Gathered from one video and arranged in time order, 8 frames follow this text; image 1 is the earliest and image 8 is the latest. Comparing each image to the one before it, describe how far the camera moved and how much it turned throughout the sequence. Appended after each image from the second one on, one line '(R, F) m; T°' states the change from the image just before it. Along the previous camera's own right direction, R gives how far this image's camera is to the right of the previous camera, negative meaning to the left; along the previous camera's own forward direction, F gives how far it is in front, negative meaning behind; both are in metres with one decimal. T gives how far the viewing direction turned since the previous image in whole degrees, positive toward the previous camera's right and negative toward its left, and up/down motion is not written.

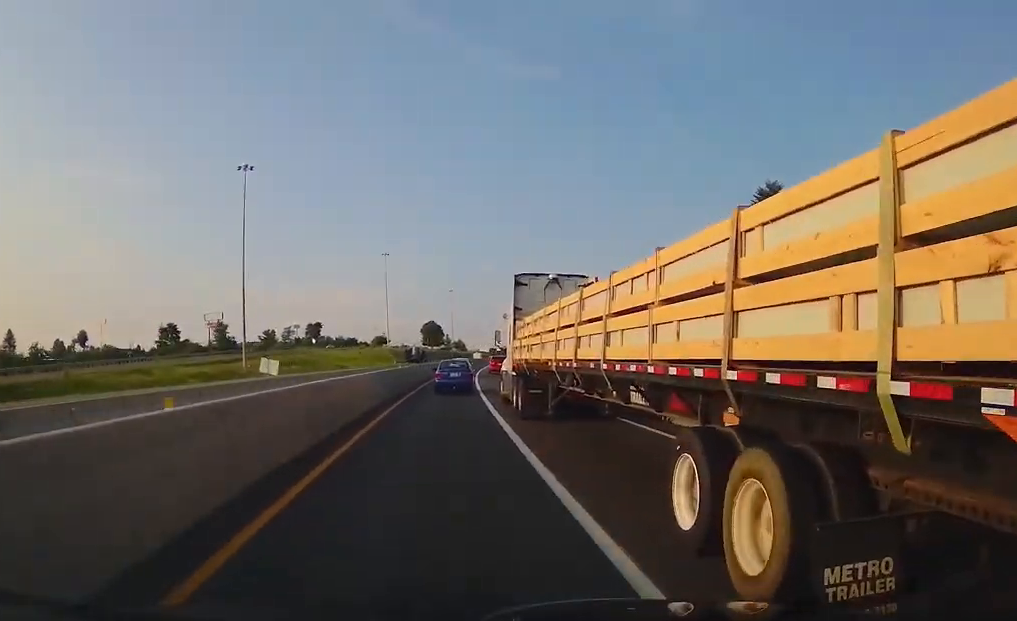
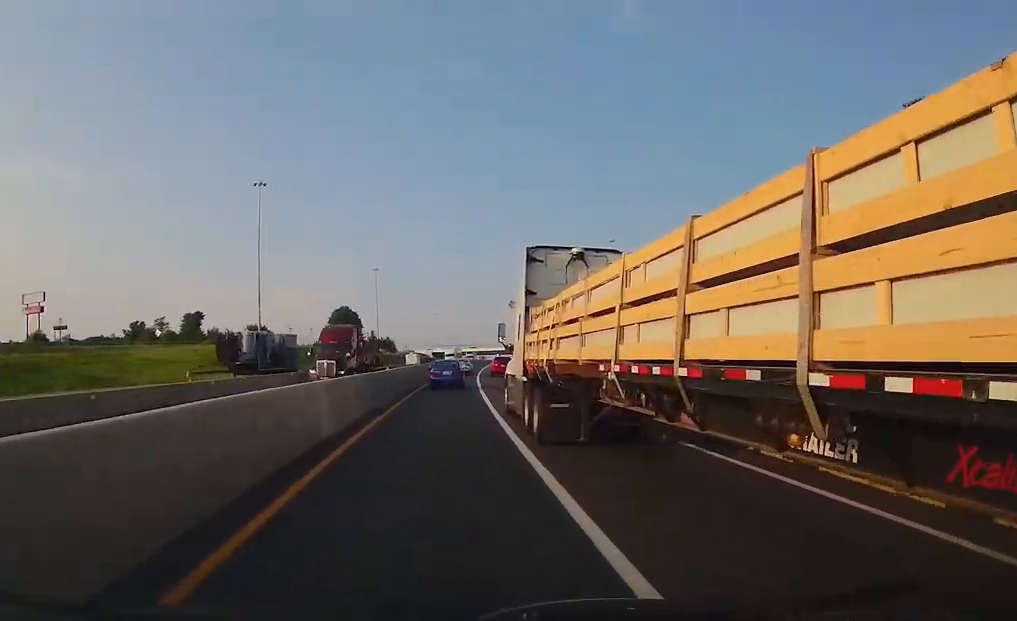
(+4.6, +98.9) m; +5°
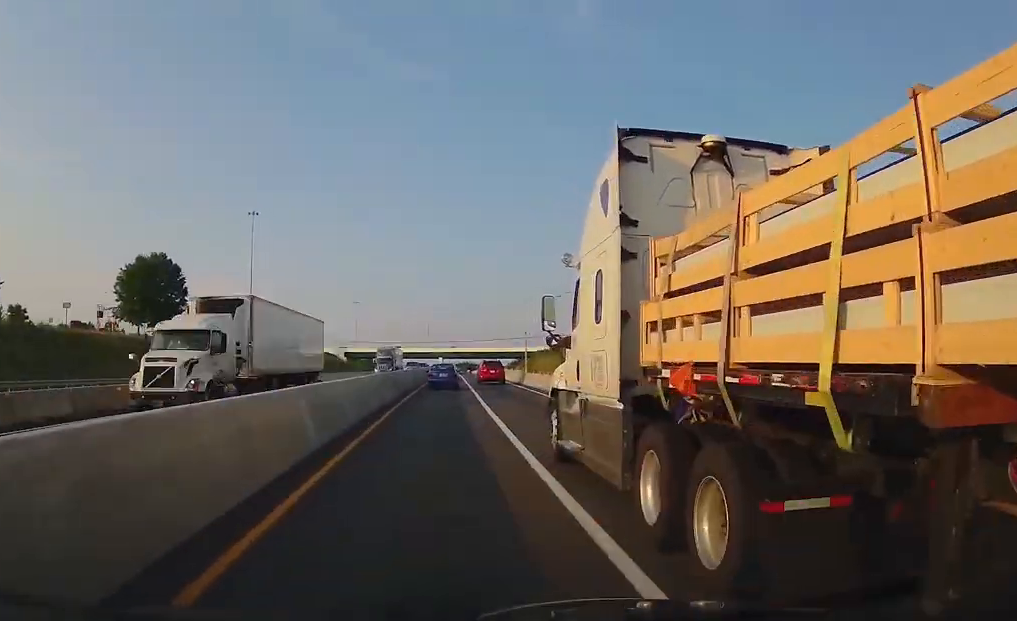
(+4.3, +103.1) m; +3°
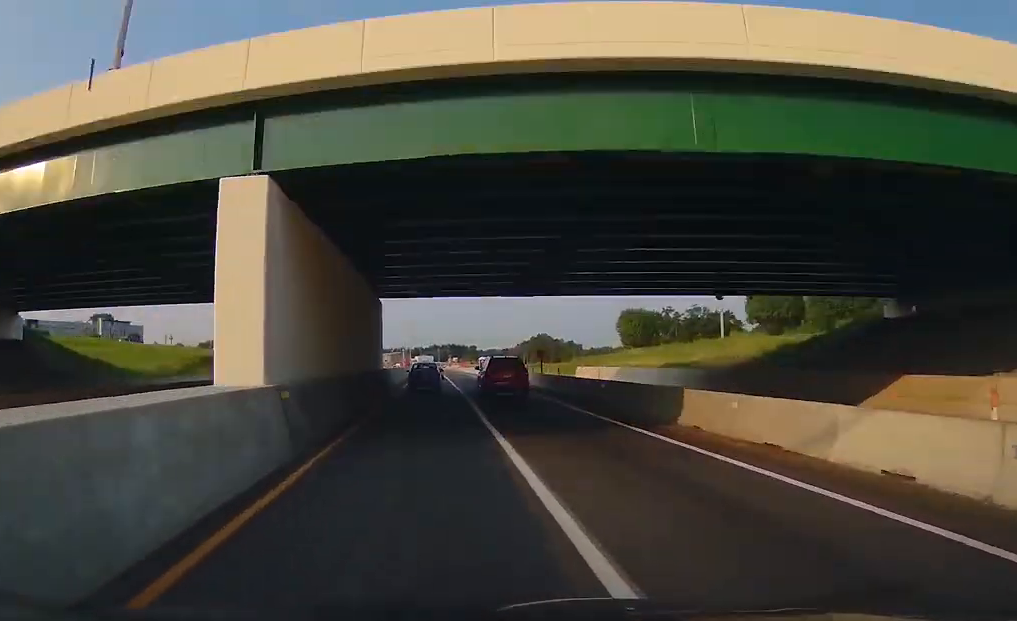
(+4.3, +193.3) m; +1°
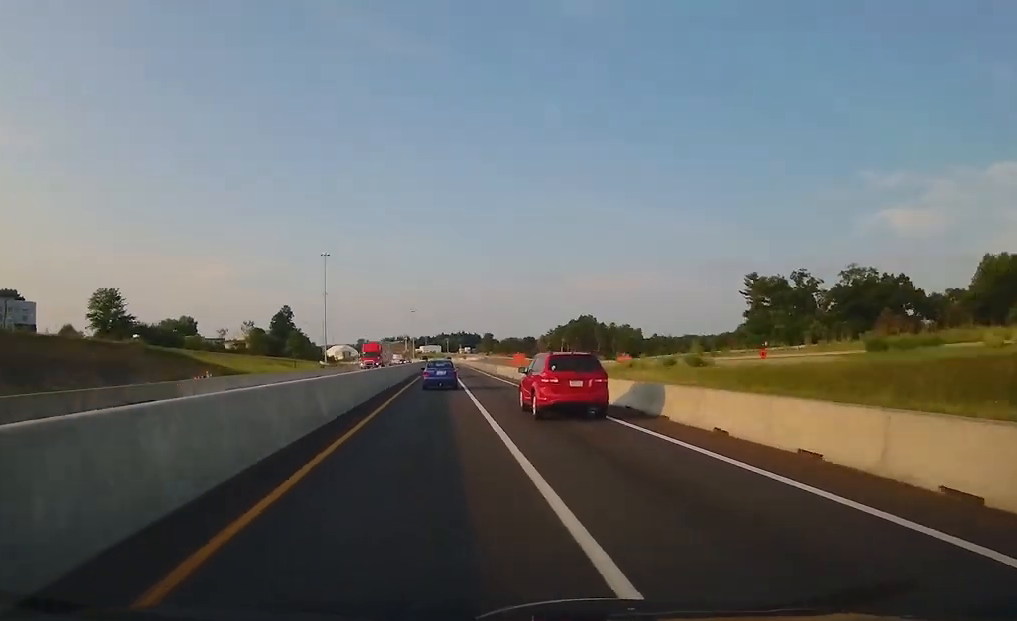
(-1.2, +92.8) m; -1°
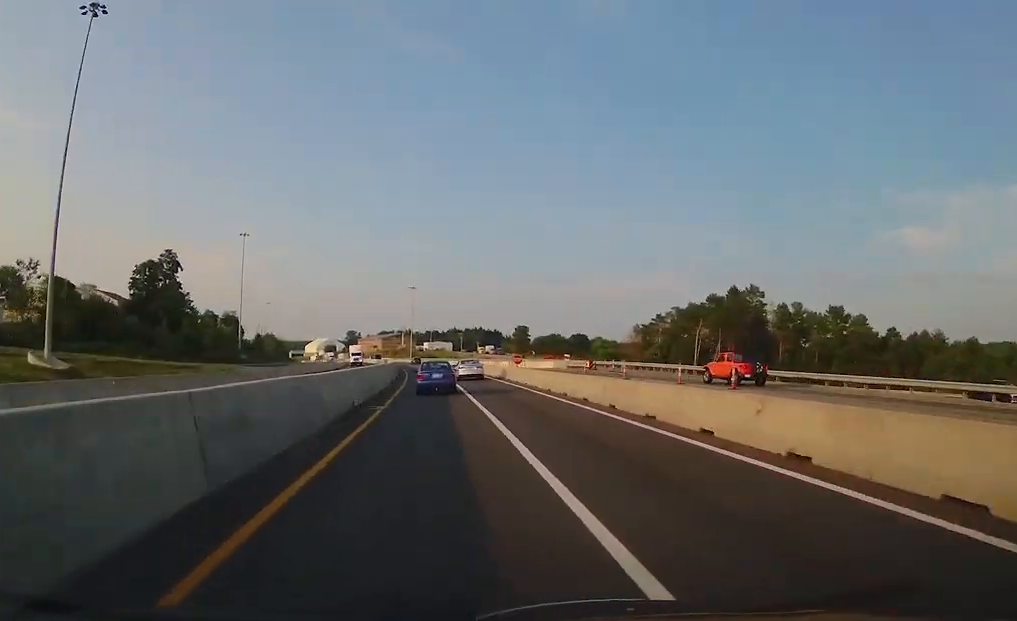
(-1.1, +139.2) m; -3°
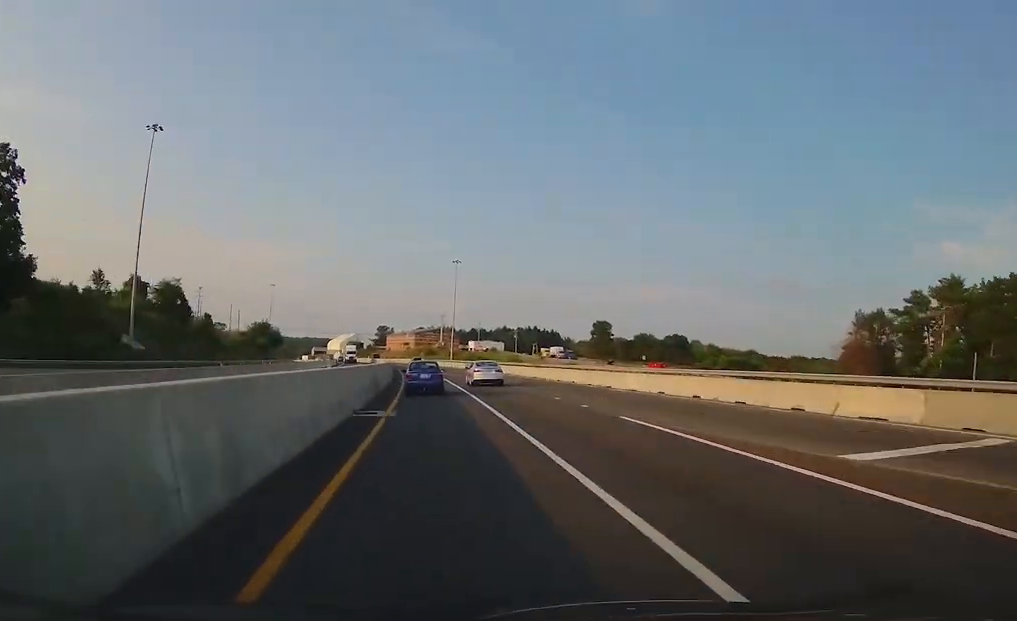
(-2.9, +77.8) m; -3°
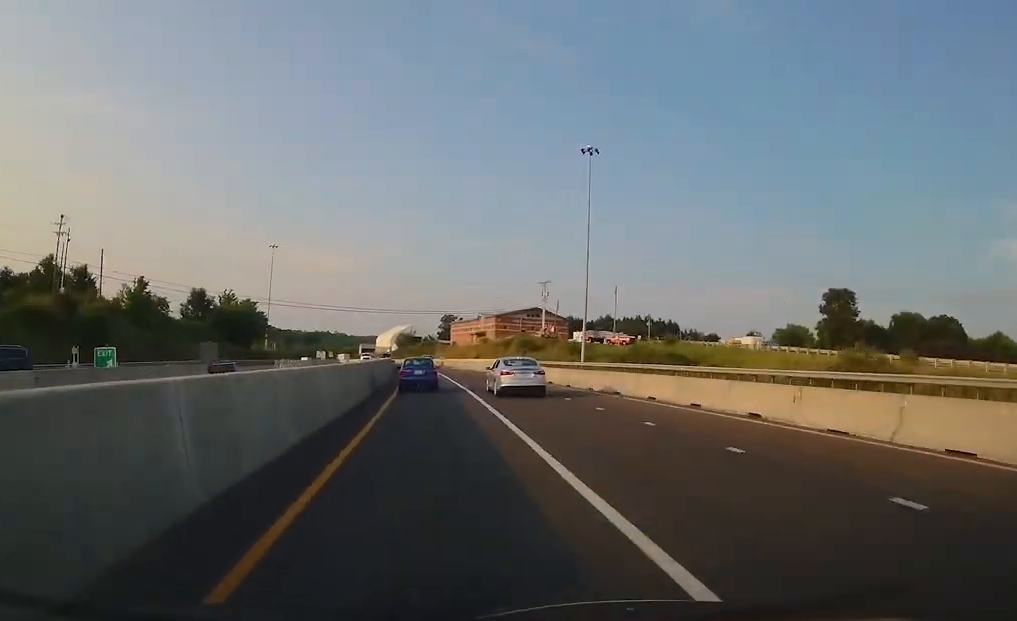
(-4.0, +98.0) m; -4°
